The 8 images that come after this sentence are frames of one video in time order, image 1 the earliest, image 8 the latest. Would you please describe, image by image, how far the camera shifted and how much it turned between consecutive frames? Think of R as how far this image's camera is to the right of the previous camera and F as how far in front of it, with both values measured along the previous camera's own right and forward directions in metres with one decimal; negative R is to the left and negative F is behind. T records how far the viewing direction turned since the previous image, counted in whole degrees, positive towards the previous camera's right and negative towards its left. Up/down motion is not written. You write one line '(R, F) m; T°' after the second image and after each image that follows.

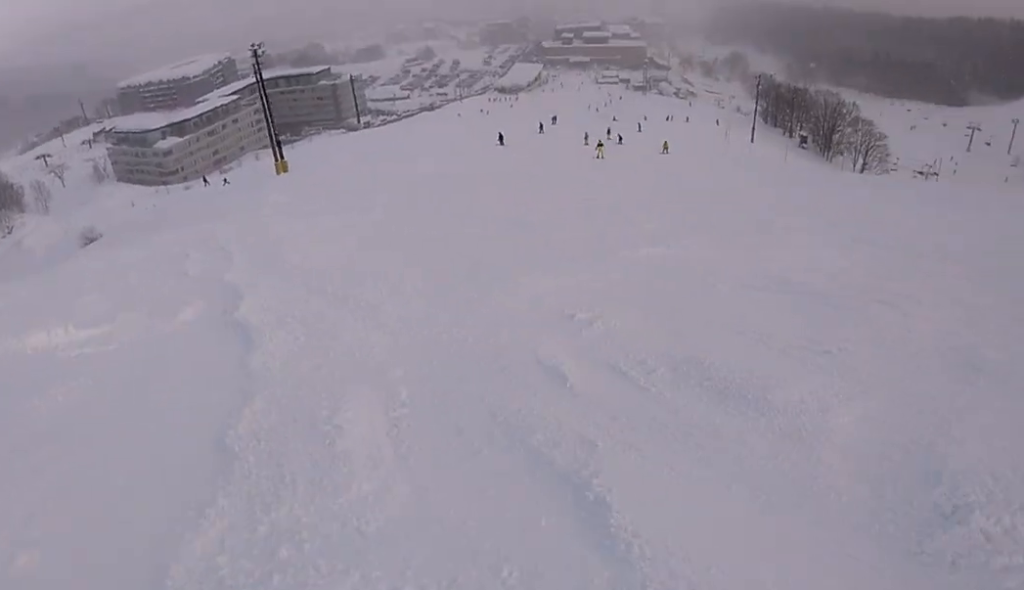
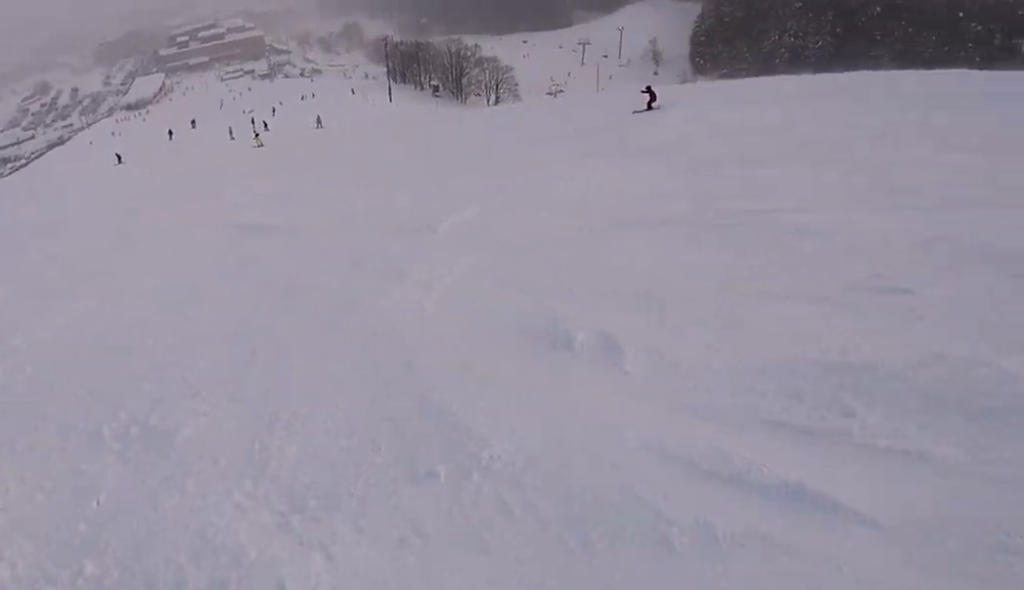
(+1.3, +4.0) m; +32°
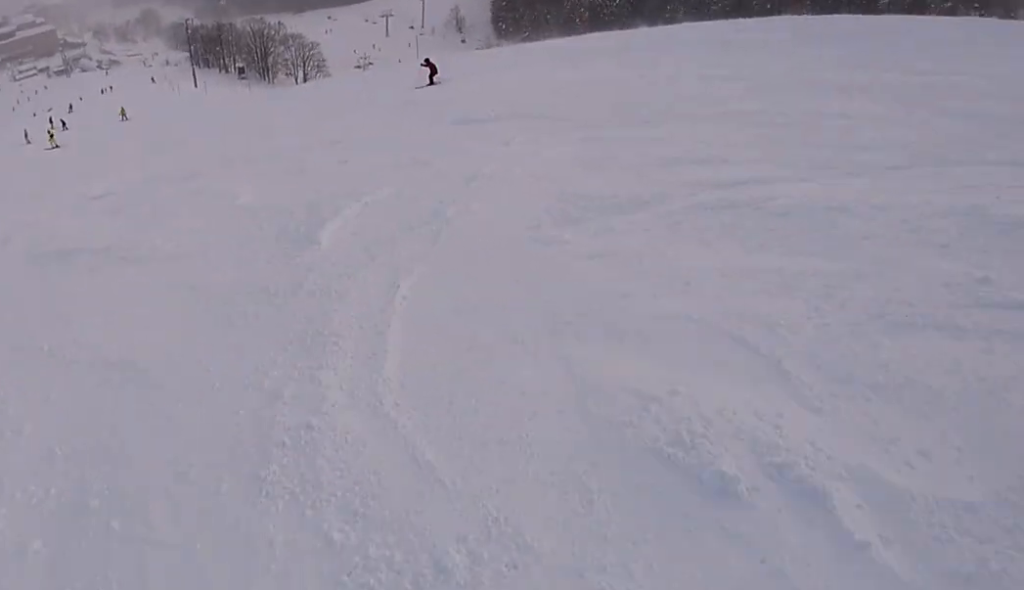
(+0.8, +2.6) m; +7°
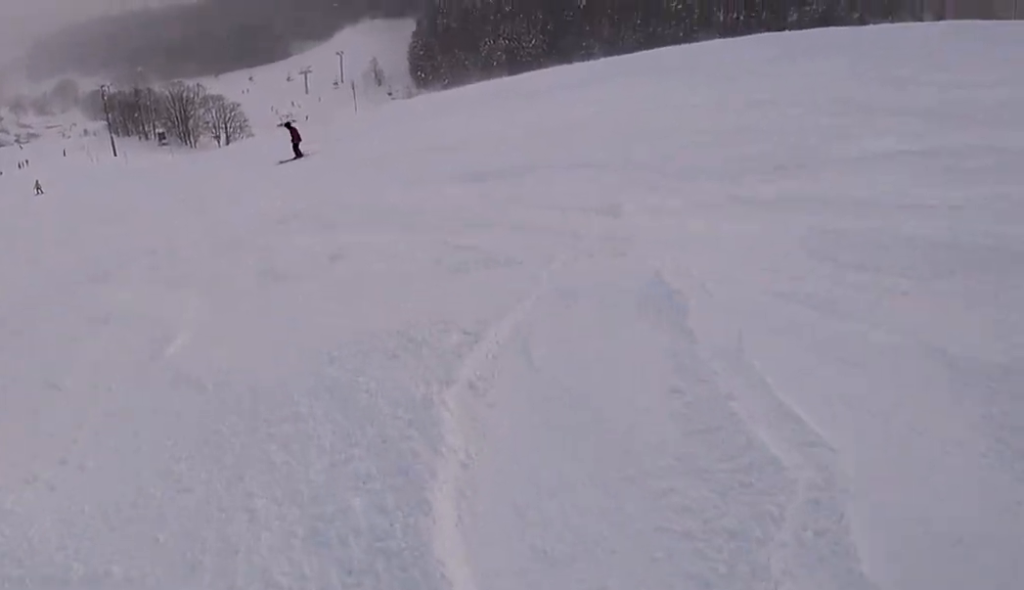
(+0.1, +5.1) m; +3°
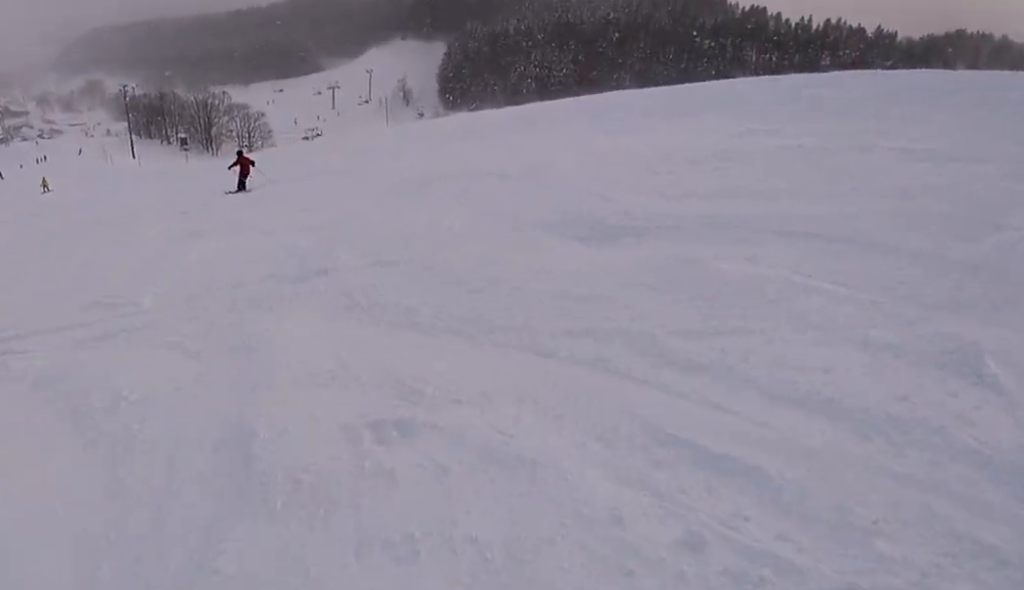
(-0.3, +3.8) m; -1°
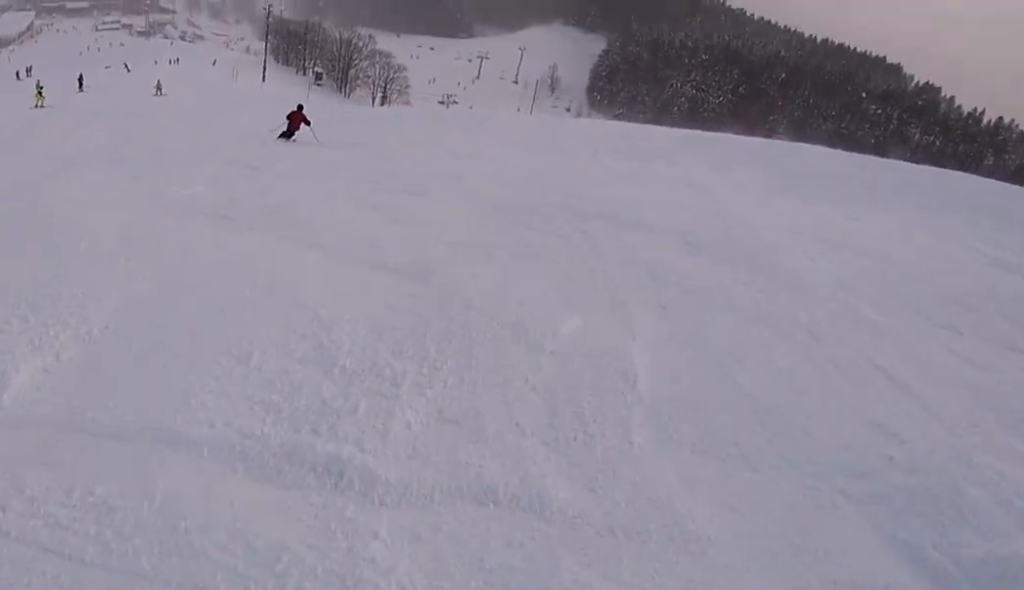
(+0.3, +4.3) m; -6°
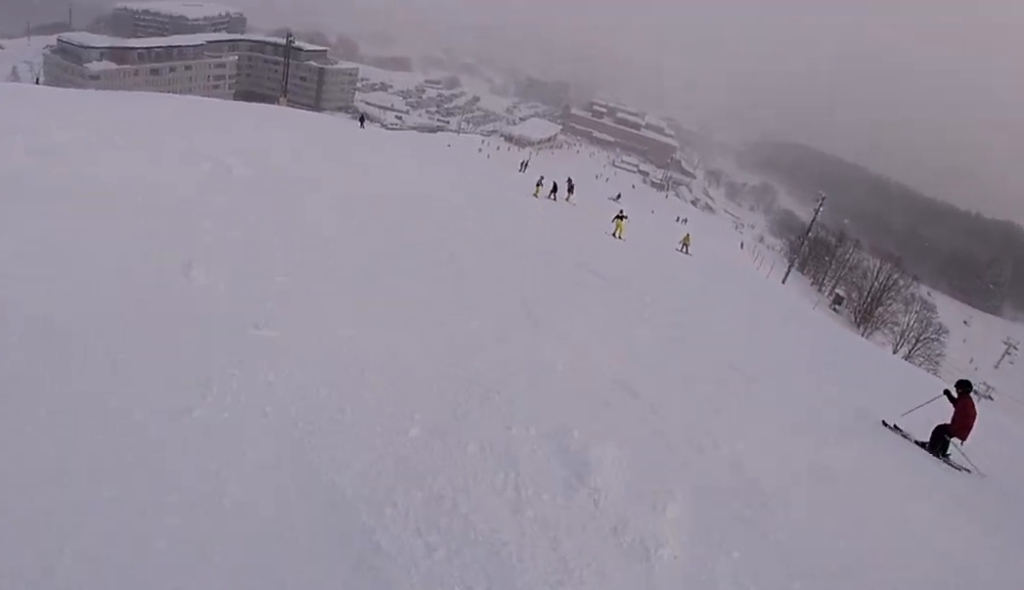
(-9.7, +17.7) m; -50°
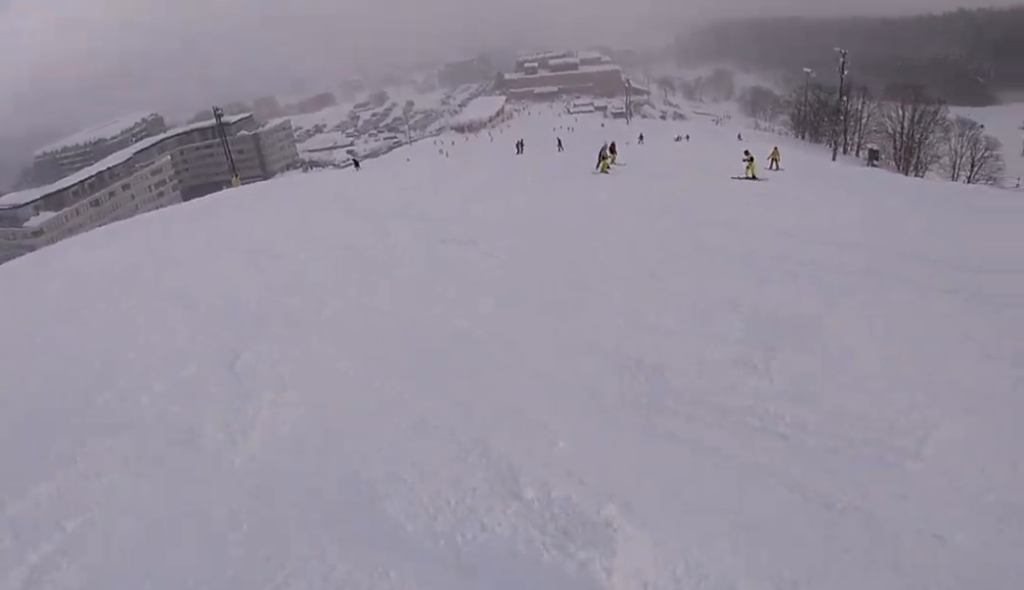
(+1.0, +11.3) m; +17°
